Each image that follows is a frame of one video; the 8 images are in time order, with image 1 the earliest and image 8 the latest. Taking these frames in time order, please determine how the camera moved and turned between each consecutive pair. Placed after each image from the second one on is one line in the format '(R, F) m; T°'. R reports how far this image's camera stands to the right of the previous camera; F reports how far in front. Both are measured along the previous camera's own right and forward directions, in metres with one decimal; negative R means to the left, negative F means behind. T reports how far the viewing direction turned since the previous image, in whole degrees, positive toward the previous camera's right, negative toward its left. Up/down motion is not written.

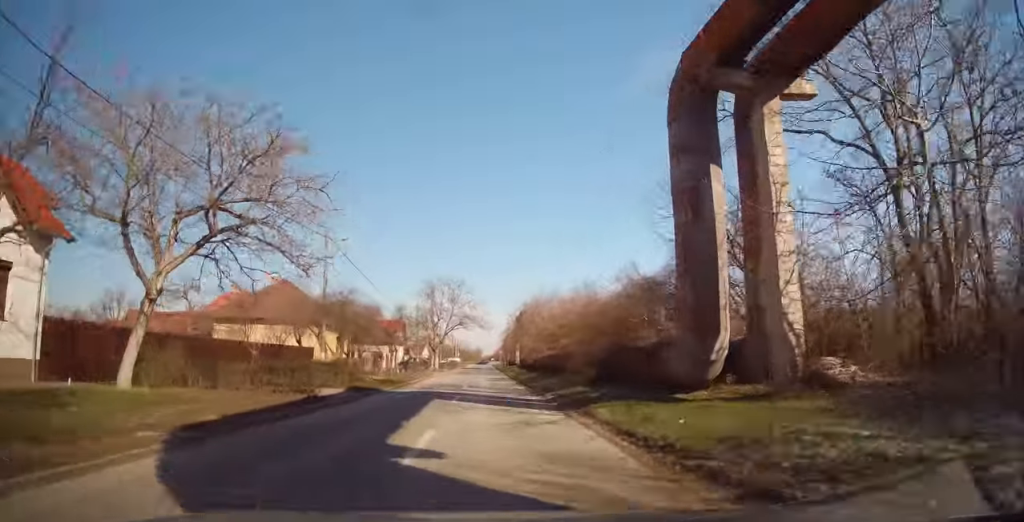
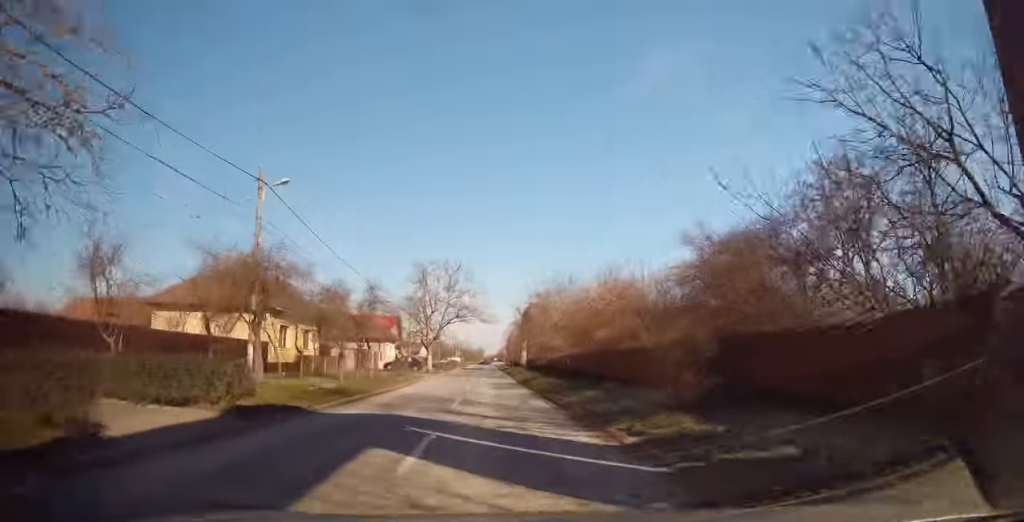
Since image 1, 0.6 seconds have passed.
(0.0, +8.6) m; -1°
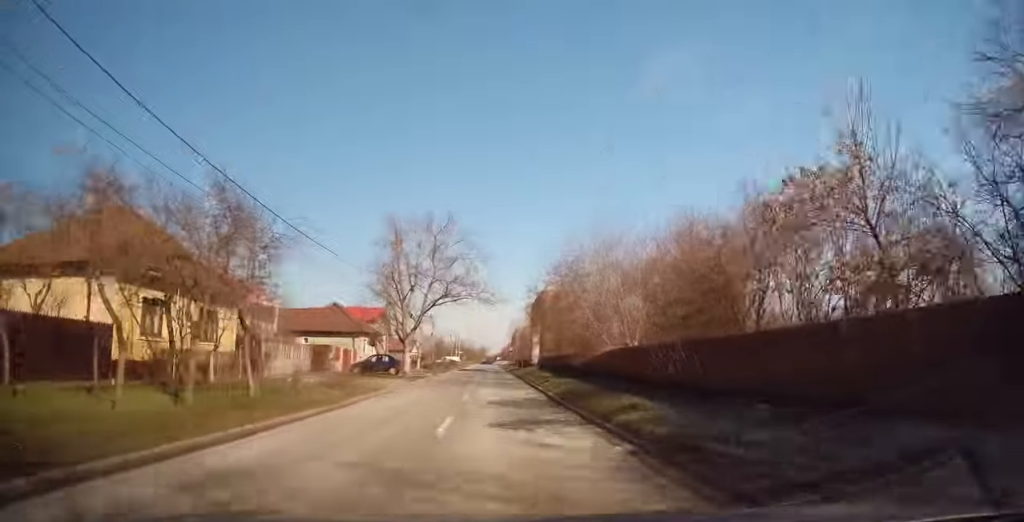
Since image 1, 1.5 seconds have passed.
(-0.2, +16.6) m; -1°
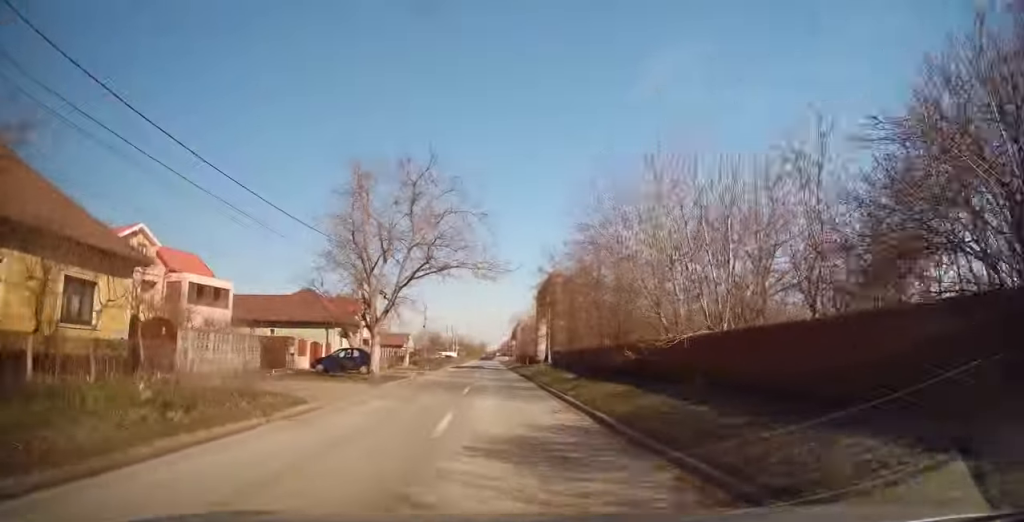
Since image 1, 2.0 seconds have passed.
(0.0, +10.9) m; 0°
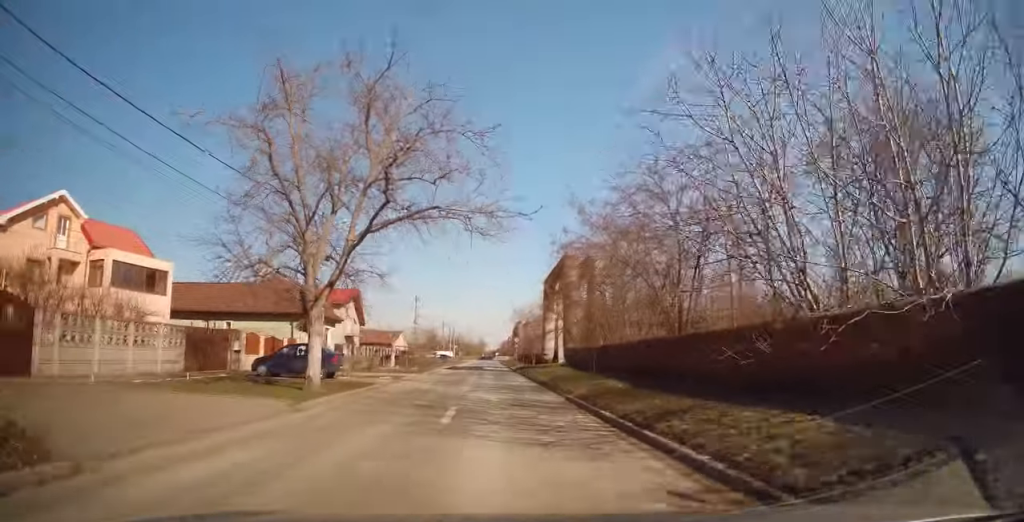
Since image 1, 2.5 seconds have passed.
(0.0, +10.1) m; 0°
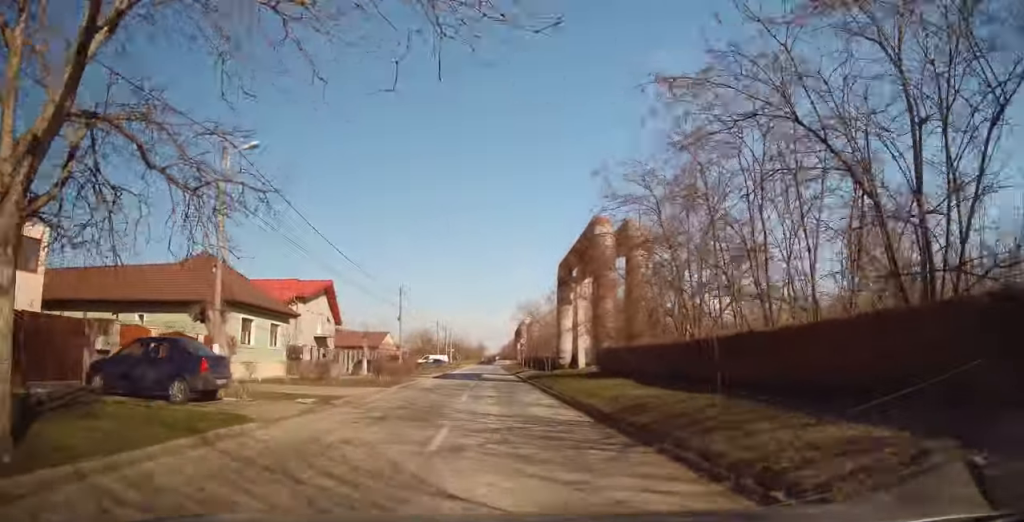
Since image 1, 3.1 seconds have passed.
(+0.1, +13.9) m; 0°
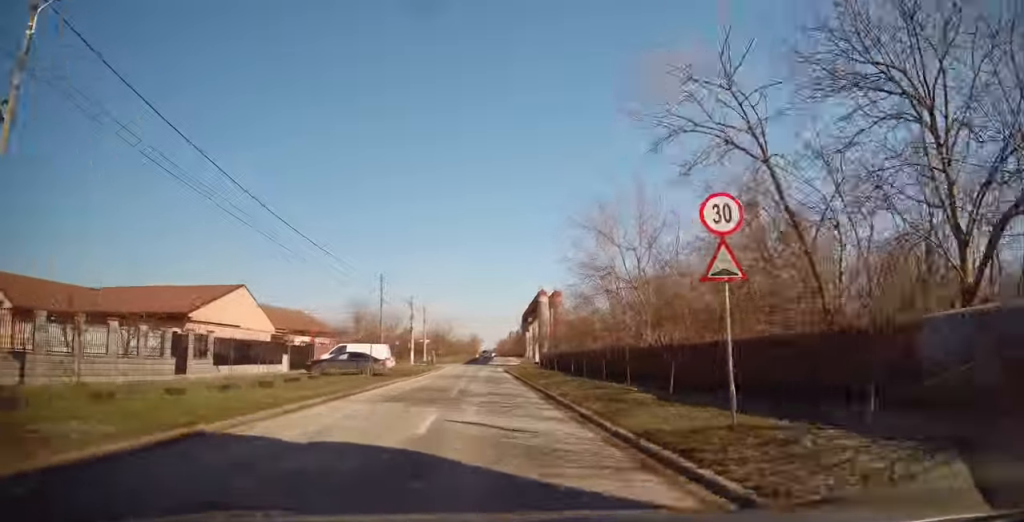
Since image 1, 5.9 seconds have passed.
(+0.5, +49.0) m; 0°
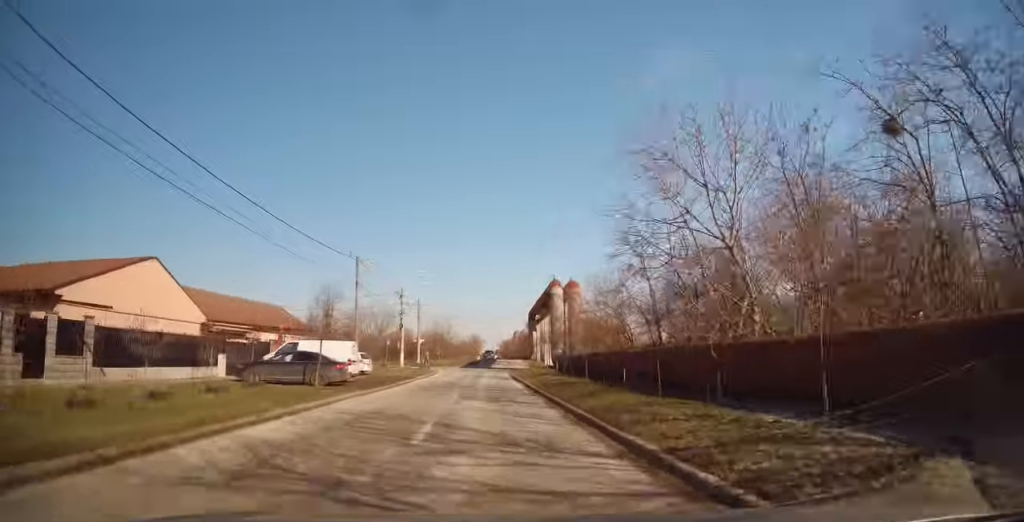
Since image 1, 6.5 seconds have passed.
(-0.2, +9.3) m; 0°
